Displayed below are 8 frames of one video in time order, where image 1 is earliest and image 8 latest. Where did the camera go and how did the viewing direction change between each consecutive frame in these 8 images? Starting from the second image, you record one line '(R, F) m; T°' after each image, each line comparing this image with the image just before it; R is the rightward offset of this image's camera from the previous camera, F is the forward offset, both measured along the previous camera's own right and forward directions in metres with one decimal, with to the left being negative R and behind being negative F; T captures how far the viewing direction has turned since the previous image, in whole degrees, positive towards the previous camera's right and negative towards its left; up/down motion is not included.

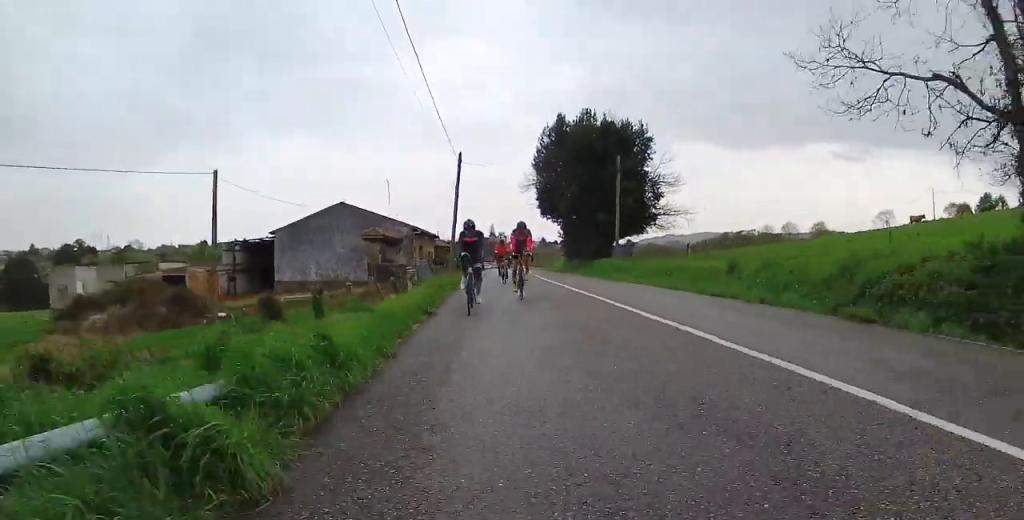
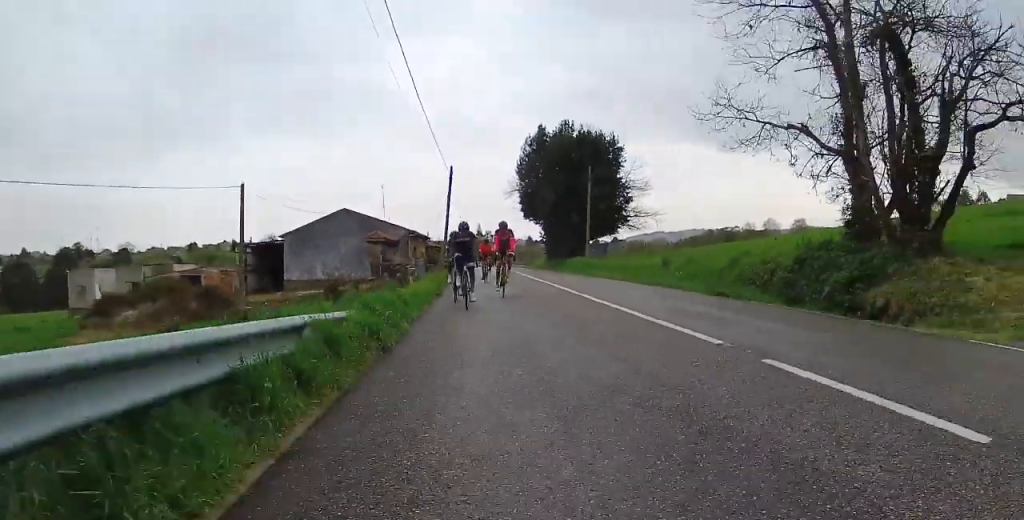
(0.0, +5.0) m; 0°
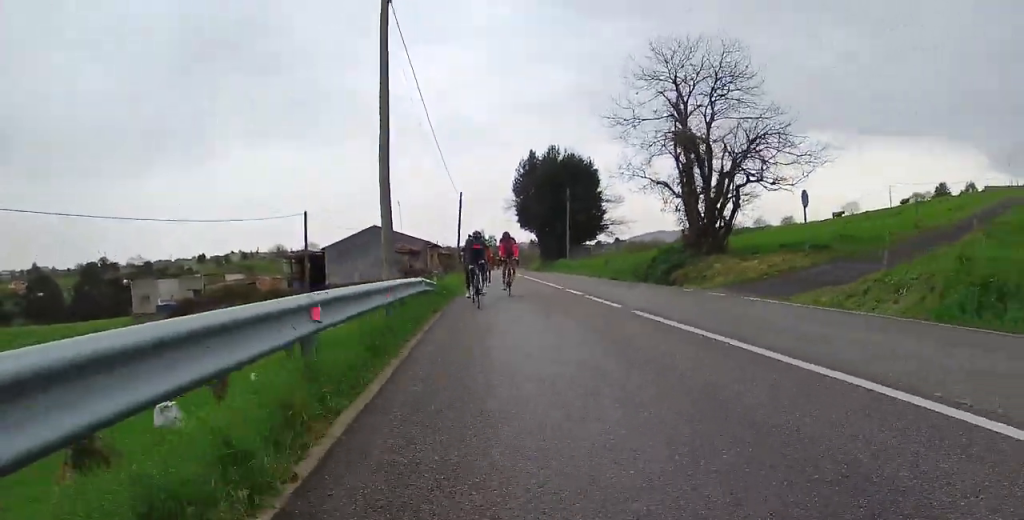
(0.0, +11.5) m; 0°
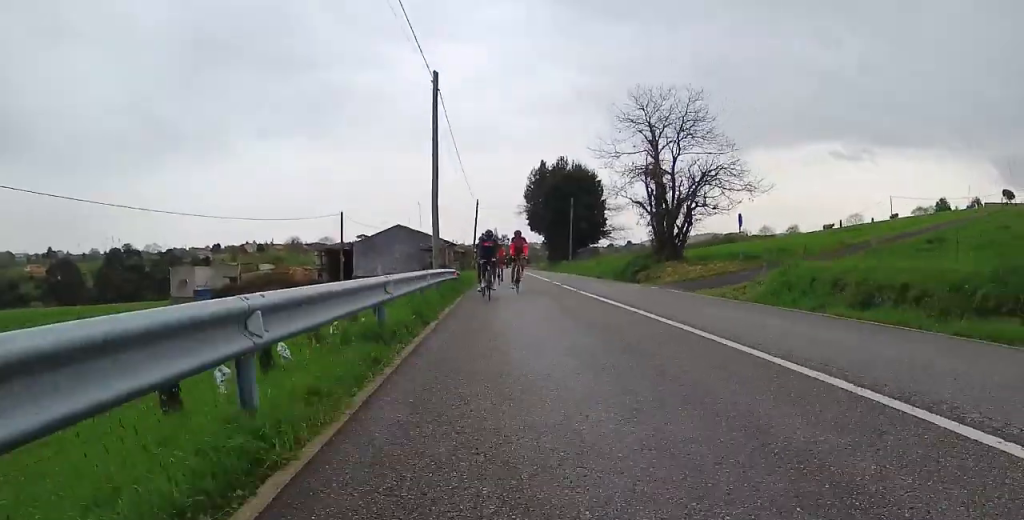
(0.0, +6.7) m; 0°
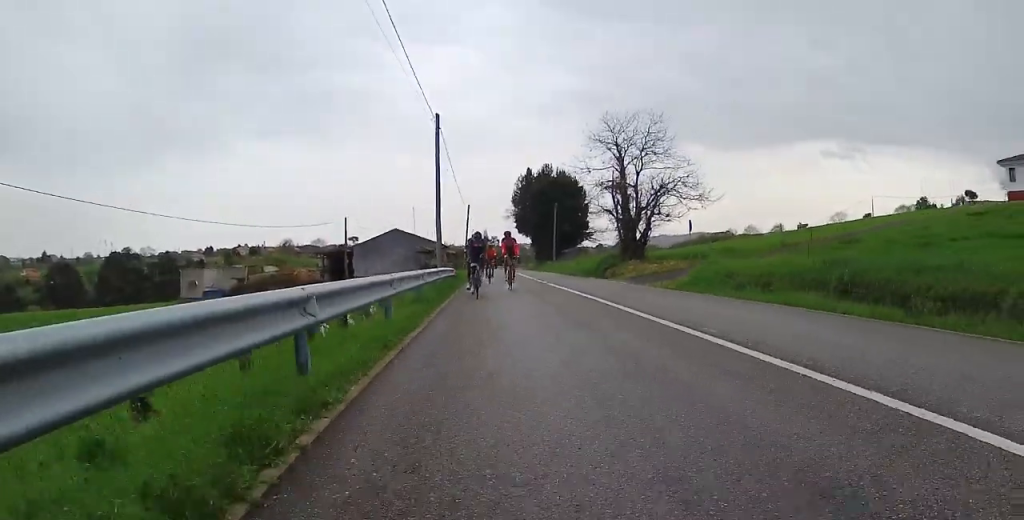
(0.0, +5.2) m; 0°
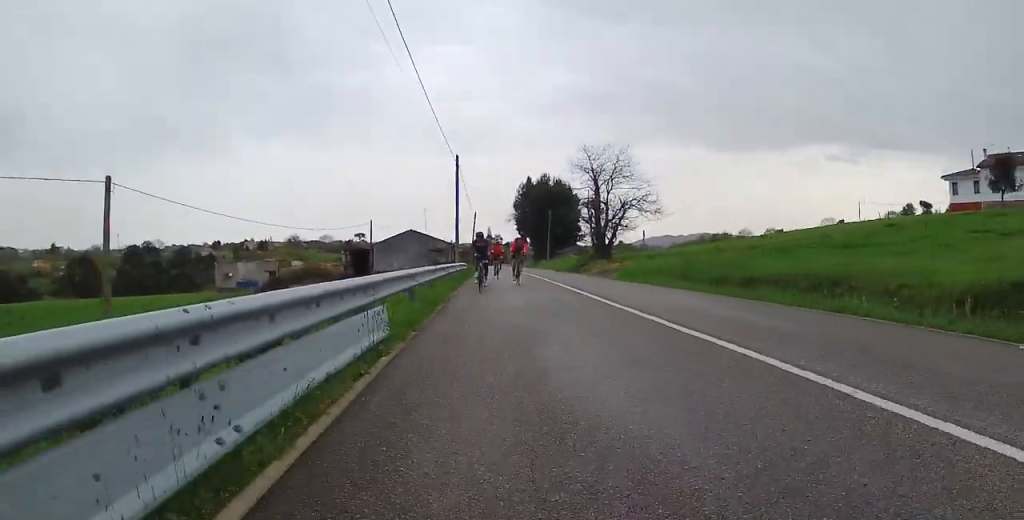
(0.0, +10.4) m; -1°
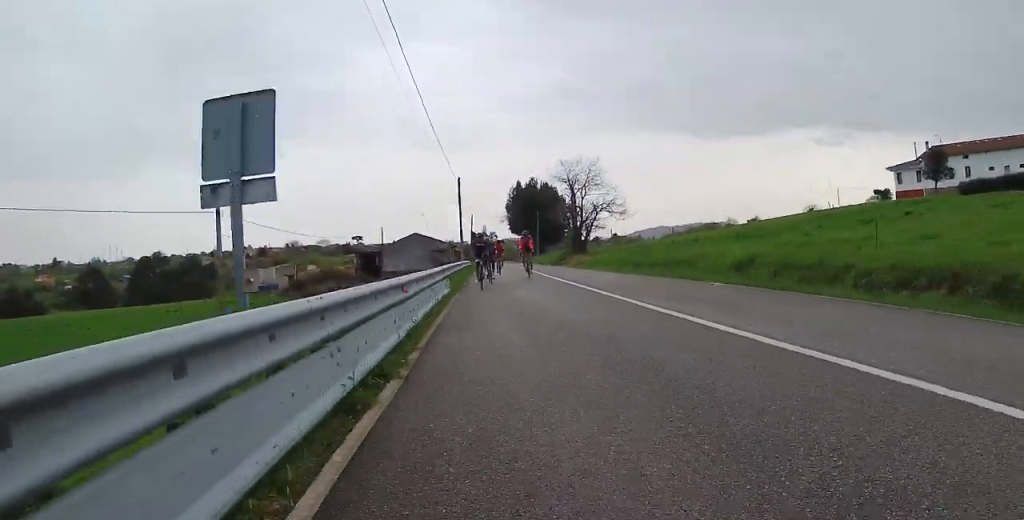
(-0.2, +9.7) m; -2°
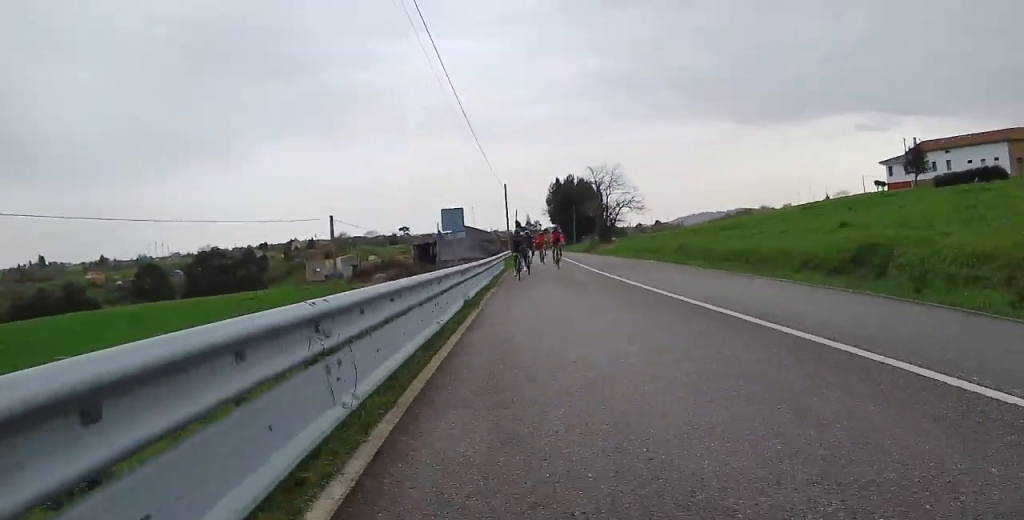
(-0.1, +11.7) m; -1°
